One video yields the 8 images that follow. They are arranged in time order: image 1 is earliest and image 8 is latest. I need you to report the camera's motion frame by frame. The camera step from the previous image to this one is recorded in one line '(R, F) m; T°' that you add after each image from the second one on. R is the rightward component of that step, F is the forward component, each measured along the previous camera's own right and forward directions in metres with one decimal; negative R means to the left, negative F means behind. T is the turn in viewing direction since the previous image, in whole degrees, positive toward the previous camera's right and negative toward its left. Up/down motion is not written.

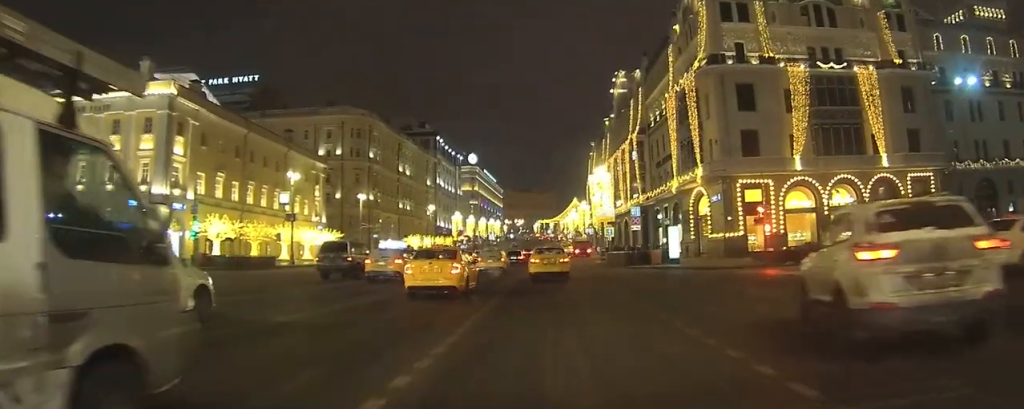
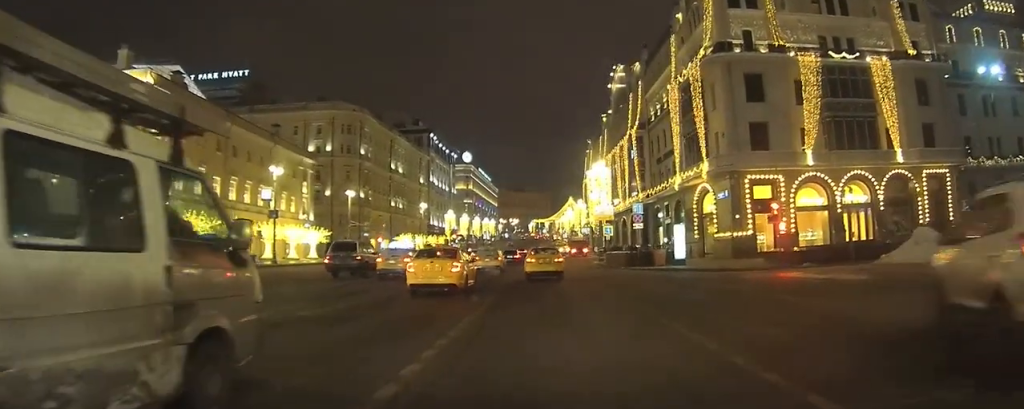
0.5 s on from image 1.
(0.0, +3.6) m; 0°
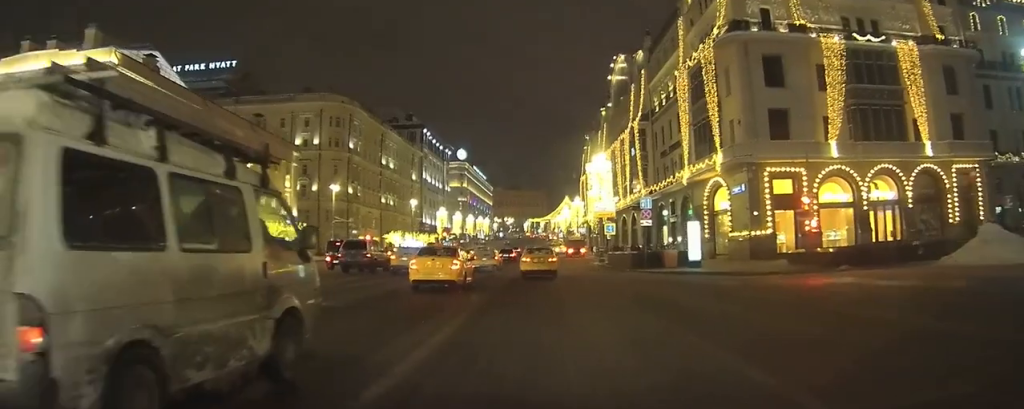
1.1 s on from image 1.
(0.0, +5.1) m; 0°
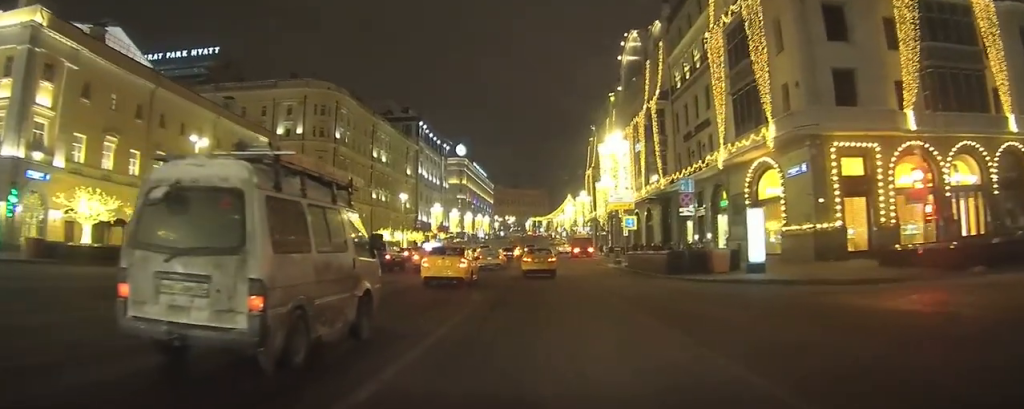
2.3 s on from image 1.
(-0.1, +8.7) m; -1°
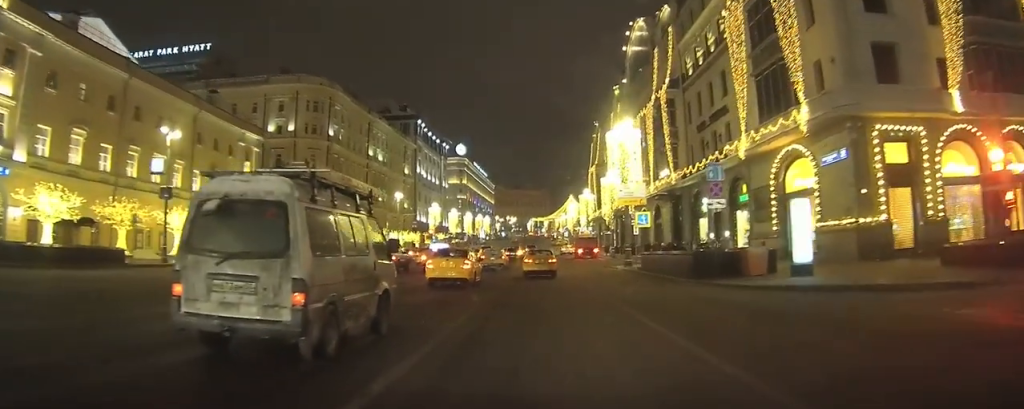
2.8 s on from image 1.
(0.0, +3.6) m; 0°
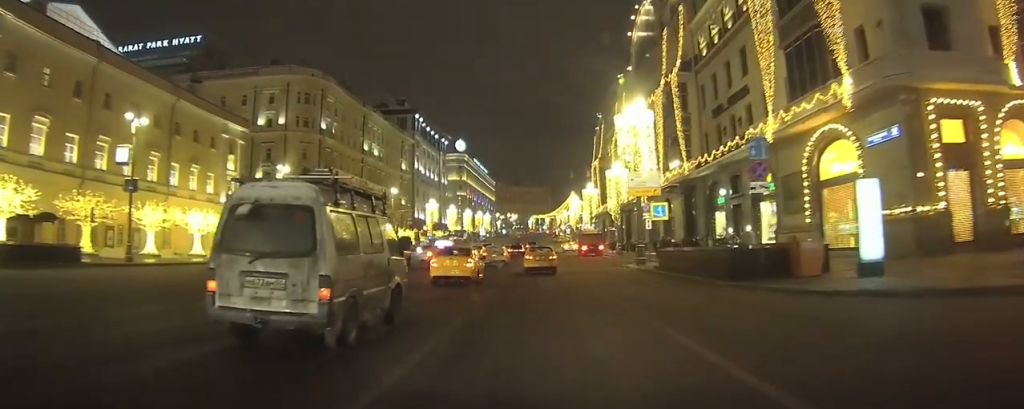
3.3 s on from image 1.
(0.0, +3.7) m; 0°
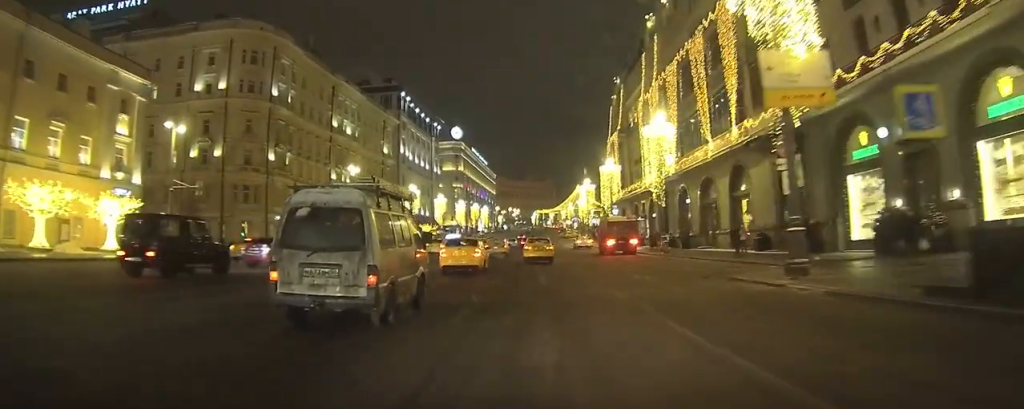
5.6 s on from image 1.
(-0.3, +20.1) m; -2°
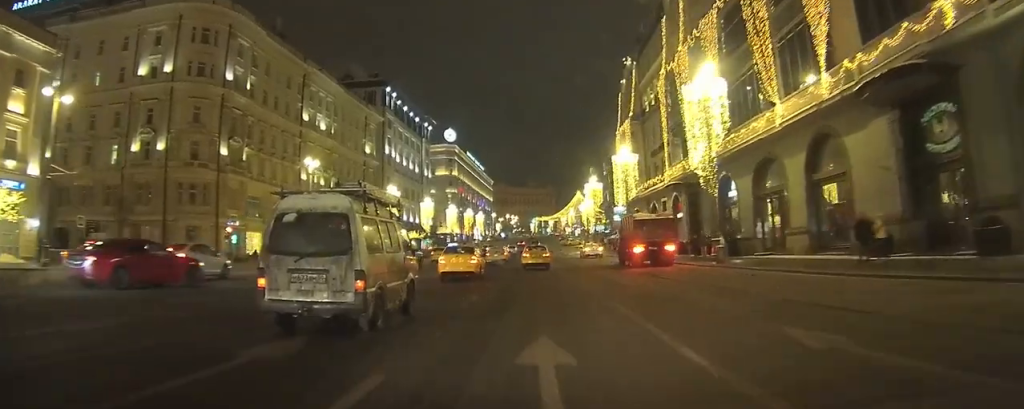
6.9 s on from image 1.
(-0.1, +13.6) m; 0°
